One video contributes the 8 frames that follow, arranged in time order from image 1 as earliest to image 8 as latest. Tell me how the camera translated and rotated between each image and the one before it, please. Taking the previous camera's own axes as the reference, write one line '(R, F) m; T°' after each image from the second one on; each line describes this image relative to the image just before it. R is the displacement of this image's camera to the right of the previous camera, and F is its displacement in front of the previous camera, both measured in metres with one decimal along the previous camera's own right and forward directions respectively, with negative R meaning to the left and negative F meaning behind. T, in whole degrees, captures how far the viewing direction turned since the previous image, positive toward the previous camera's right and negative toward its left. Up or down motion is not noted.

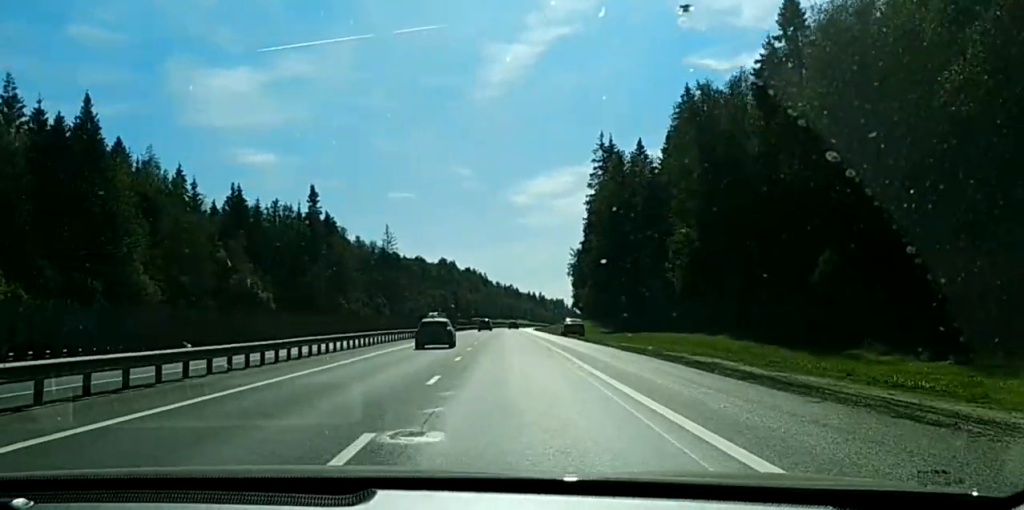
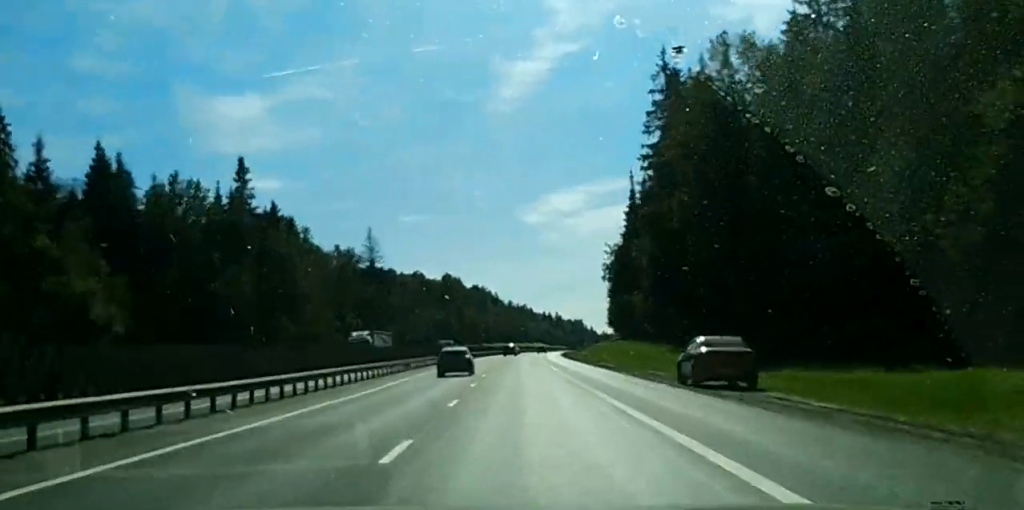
(+0.9, +55.2) m; +2°
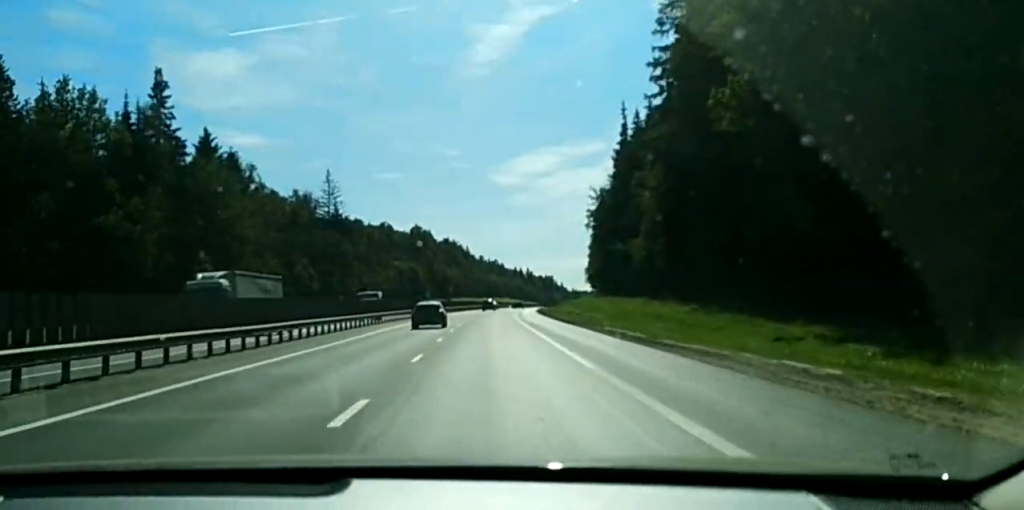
(+0.1, +23.5) m; 0°
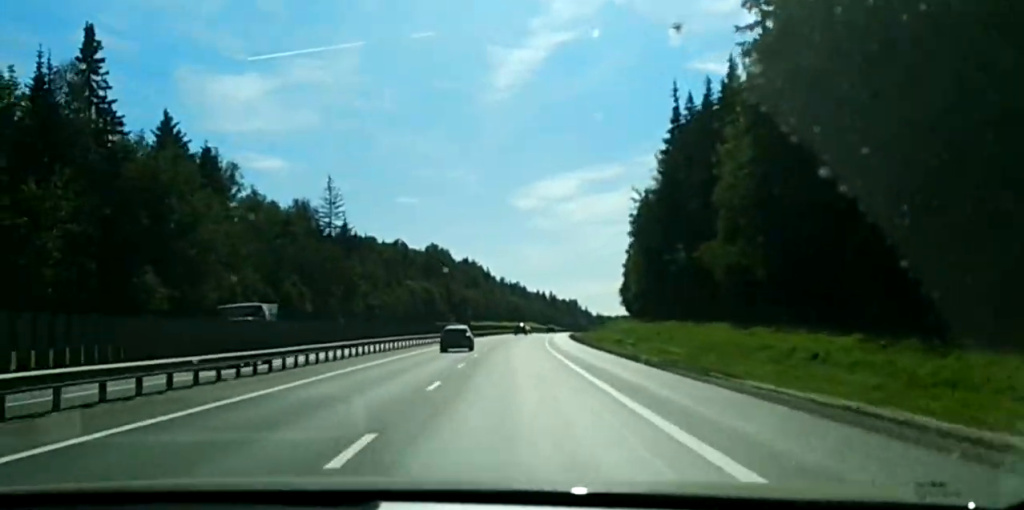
(-0.1, +24.5) m; 0°
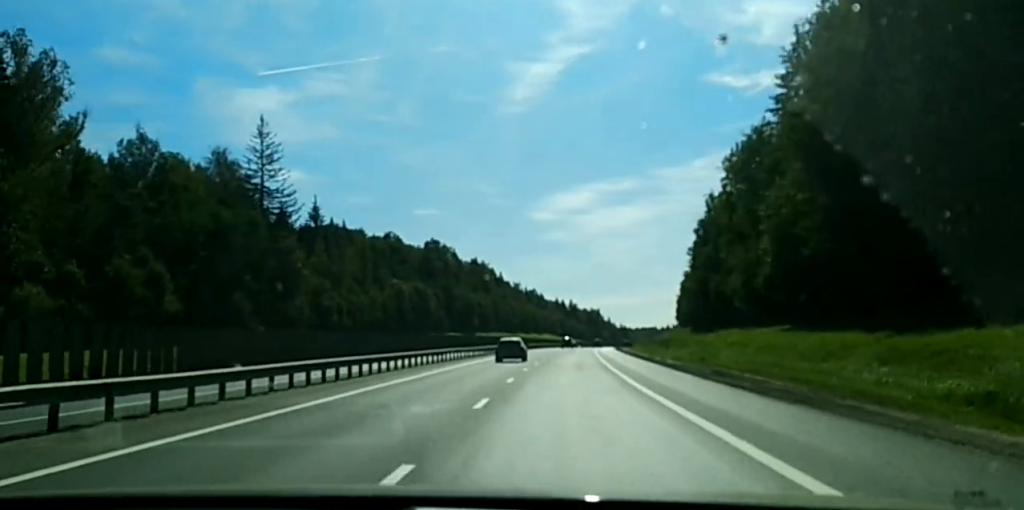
(+0.2, +59.3) m; +1°
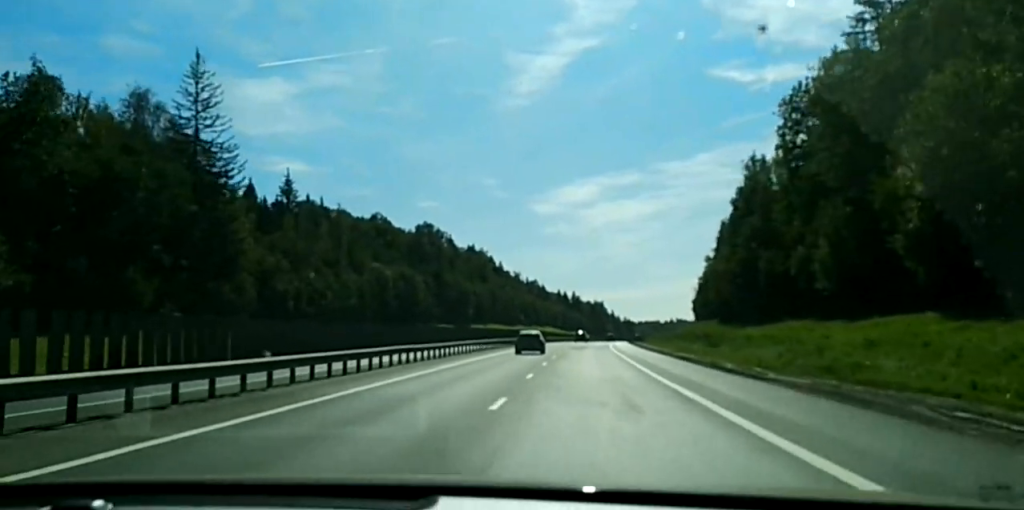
(+0.6, +26.9) m; +2°
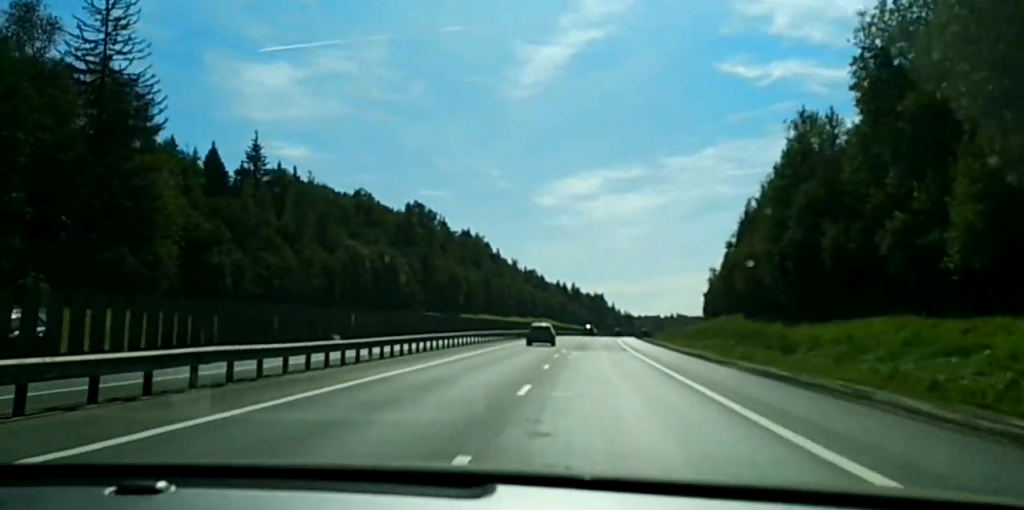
(+0.2, +23.1) m; 0°
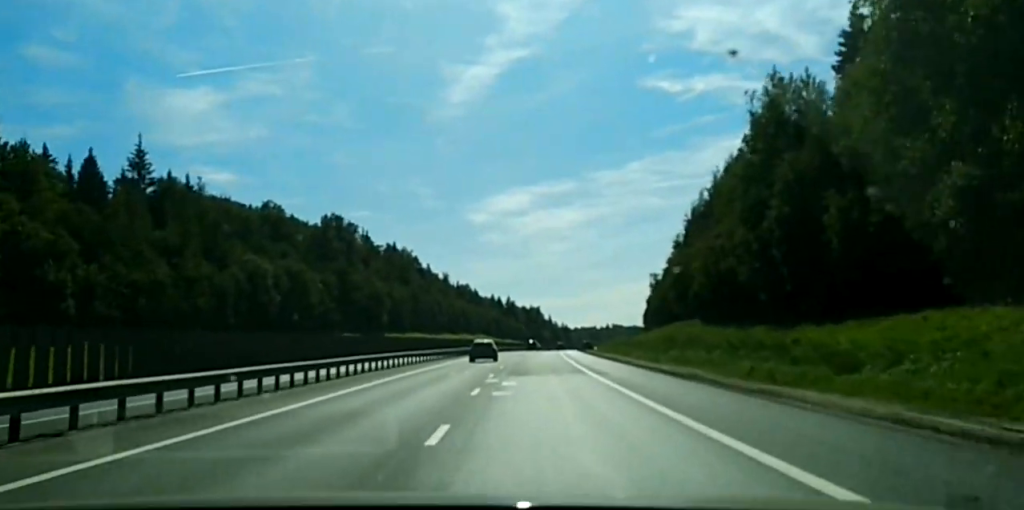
(+0.1, +19.7) m; 0°
